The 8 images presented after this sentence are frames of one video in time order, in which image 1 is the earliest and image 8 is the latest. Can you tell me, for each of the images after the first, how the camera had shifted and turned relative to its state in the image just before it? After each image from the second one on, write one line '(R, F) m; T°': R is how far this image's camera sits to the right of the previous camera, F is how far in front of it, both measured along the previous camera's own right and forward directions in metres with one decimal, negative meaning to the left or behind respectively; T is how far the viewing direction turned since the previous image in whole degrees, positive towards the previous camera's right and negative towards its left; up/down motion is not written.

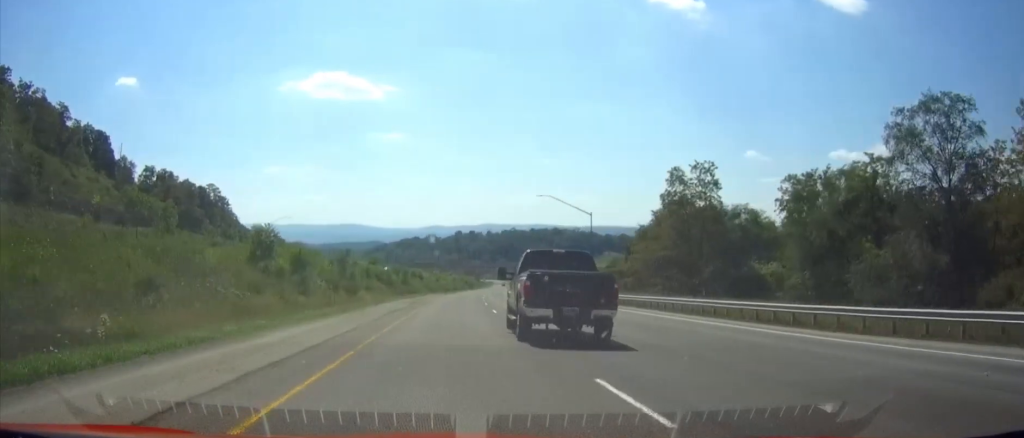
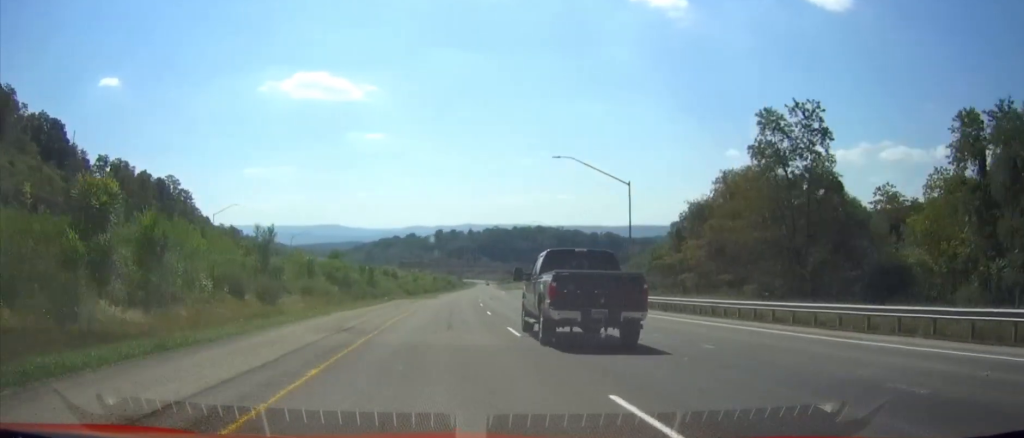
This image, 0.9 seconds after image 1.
(+0.4, +25.7) m; +1°
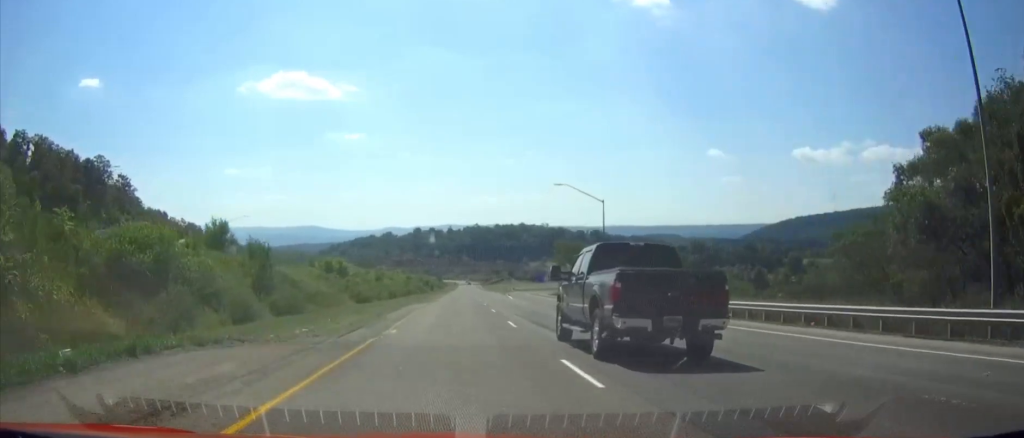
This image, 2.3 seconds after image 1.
(+0.7, +44.7) m; +2°
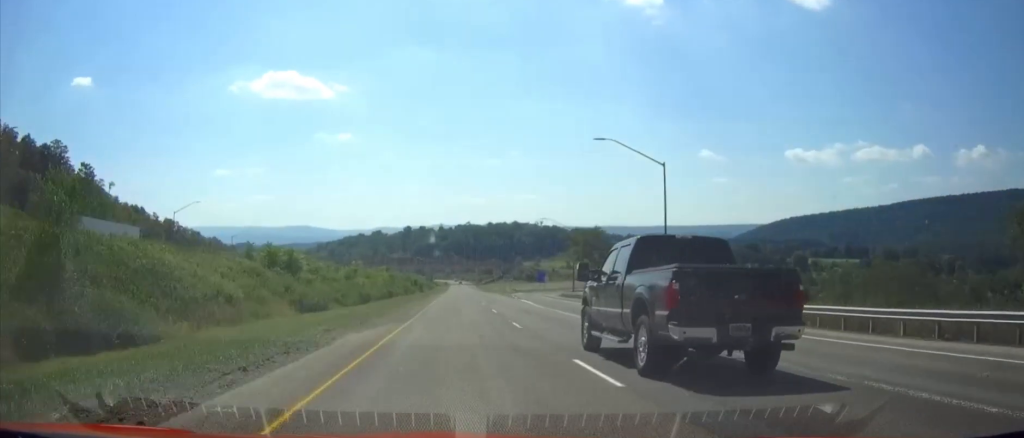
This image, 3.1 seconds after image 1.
(+0.2, +24.0) m; +1°
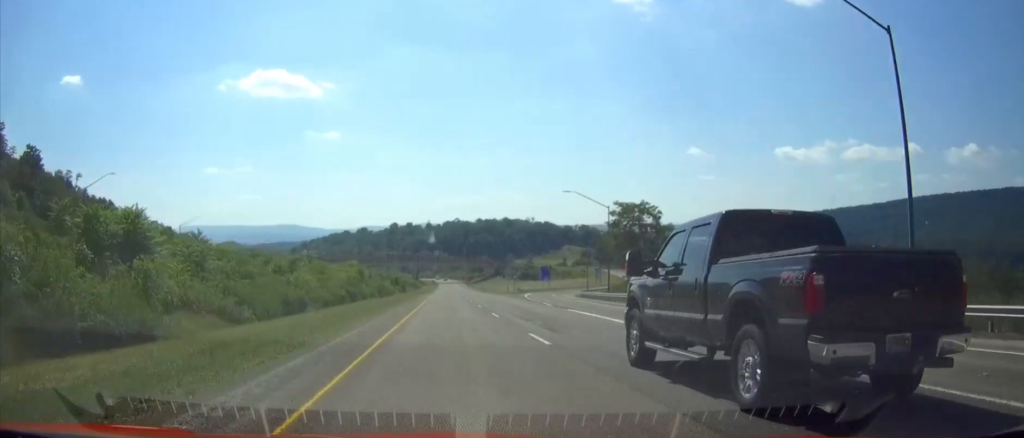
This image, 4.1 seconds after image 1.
(+0.2, +30.9) m; +1°
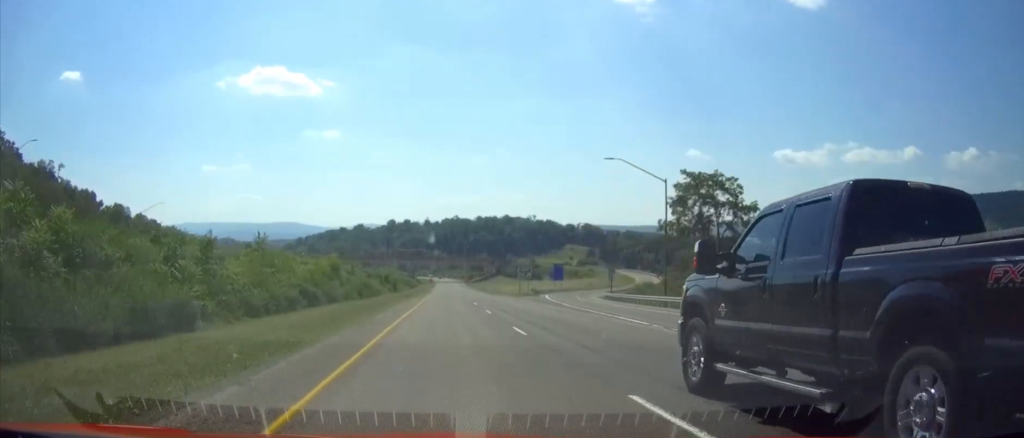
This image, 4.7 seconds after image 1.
(+0.1, +21.6) m; 0°
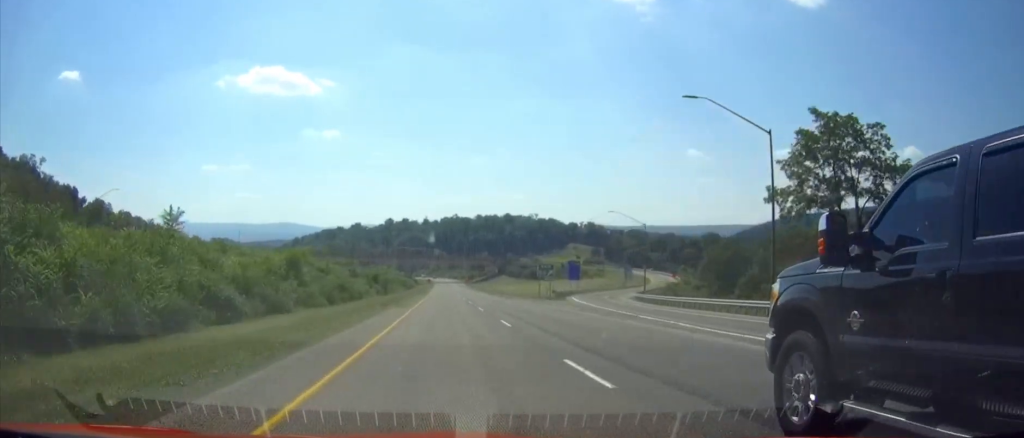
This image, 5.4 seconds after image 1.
(0.0, +20.6) m; 0°
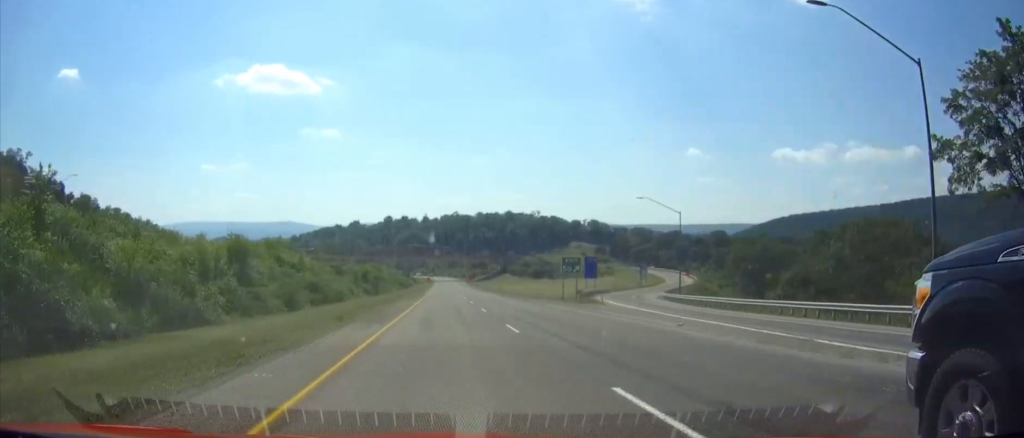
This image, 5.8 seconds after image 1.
(-0.1, +15.3) m; 0°
